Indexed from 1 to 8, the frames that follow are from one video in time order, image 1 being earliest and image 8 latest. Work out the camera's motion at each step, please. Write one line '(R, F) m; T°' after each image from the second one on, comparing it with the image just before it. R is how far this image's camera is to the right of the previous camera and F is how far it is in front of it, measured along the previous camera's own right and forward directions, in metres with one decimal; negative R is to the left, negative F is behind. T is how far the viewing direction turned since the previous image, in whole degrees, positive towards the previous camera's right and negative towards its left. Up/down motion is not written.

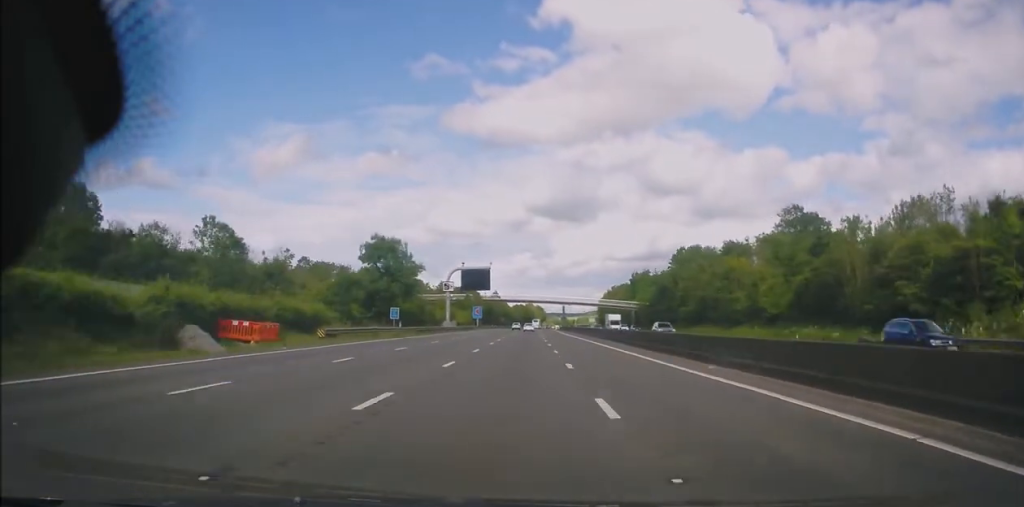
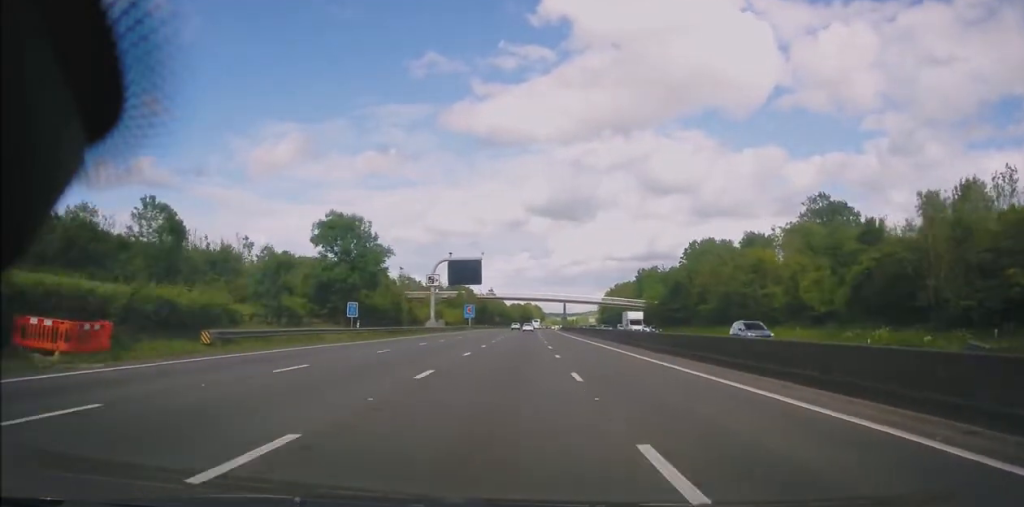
(-0.1, +12.9) m; 0°
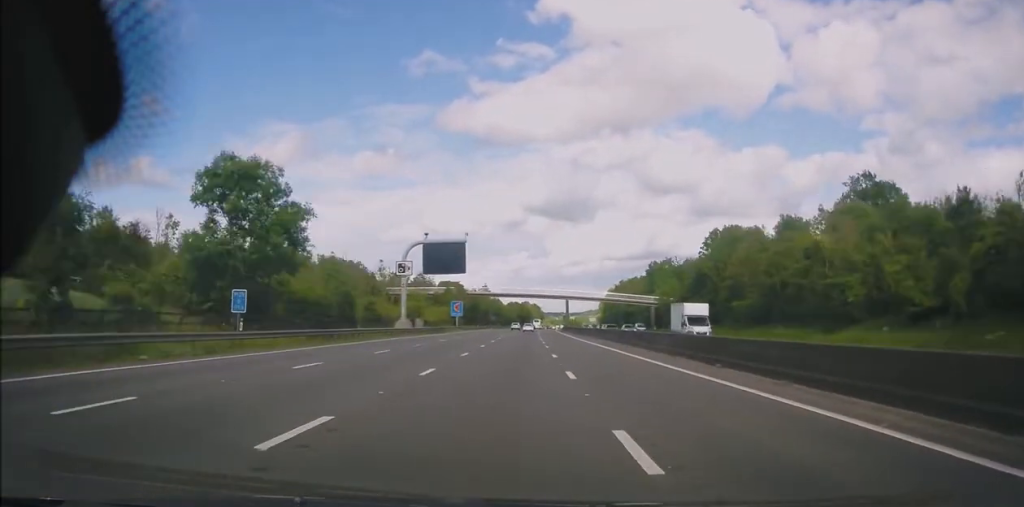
(0.0, +17.2) m; +1°
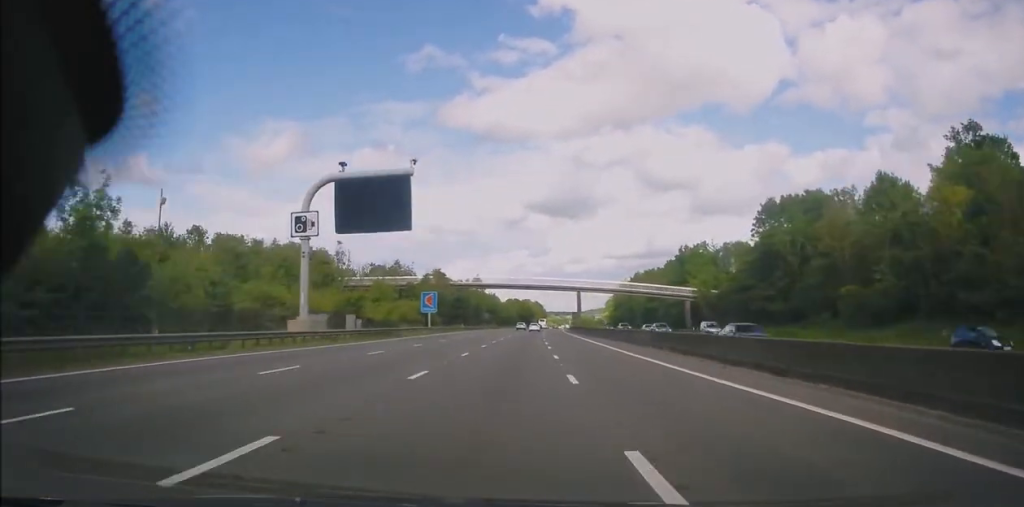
(+0.4, +28.2) m; +1°
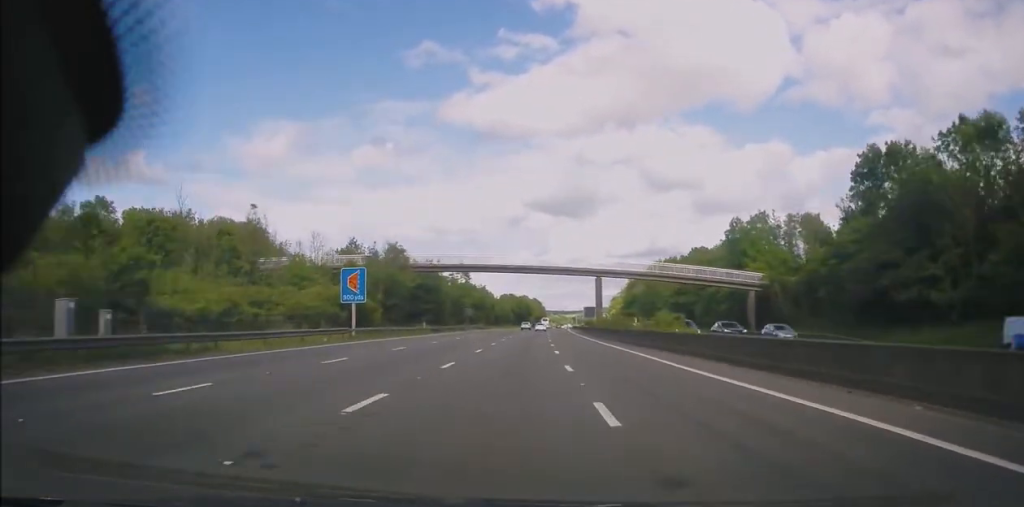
(0.0, +30.8) m; -1°
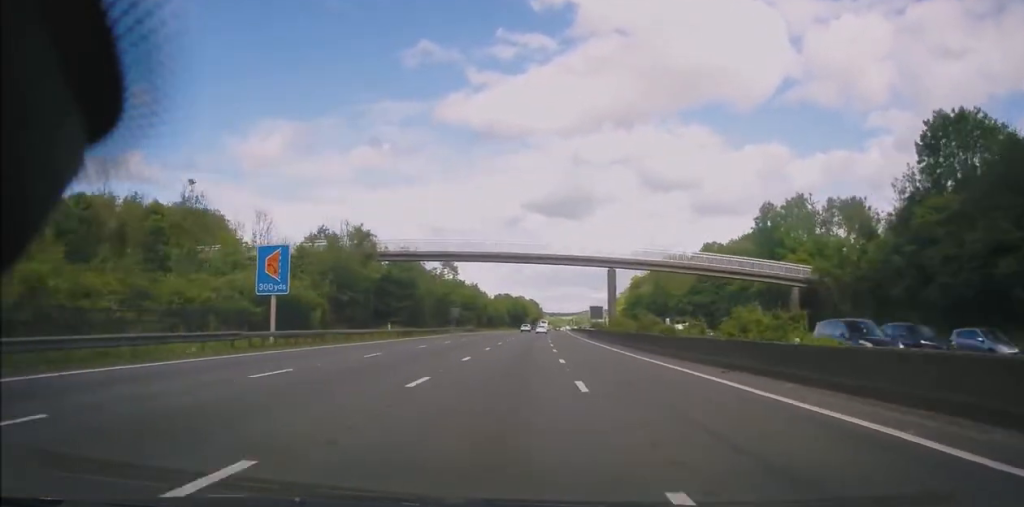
(-0.2, +13.2) m; 0°
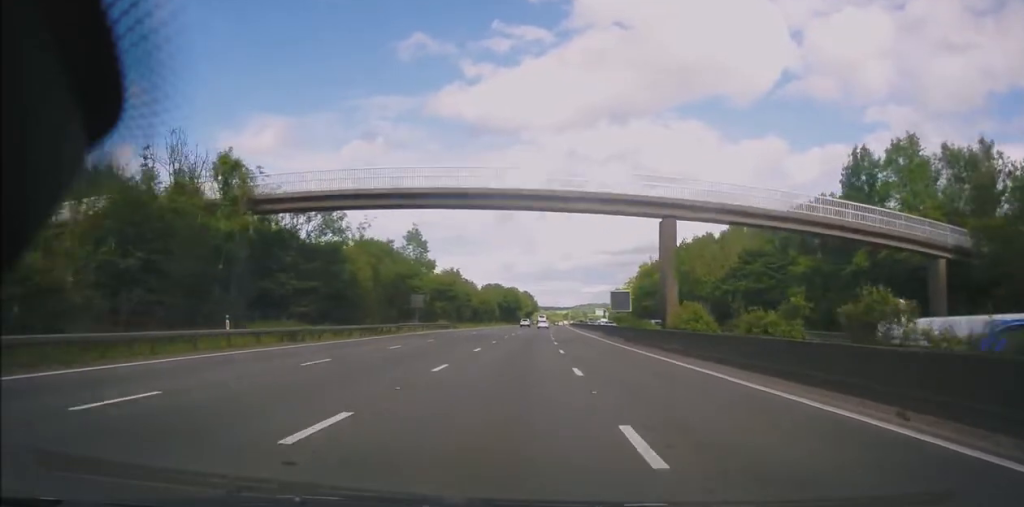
(-0.3, +24.3) m; +1°
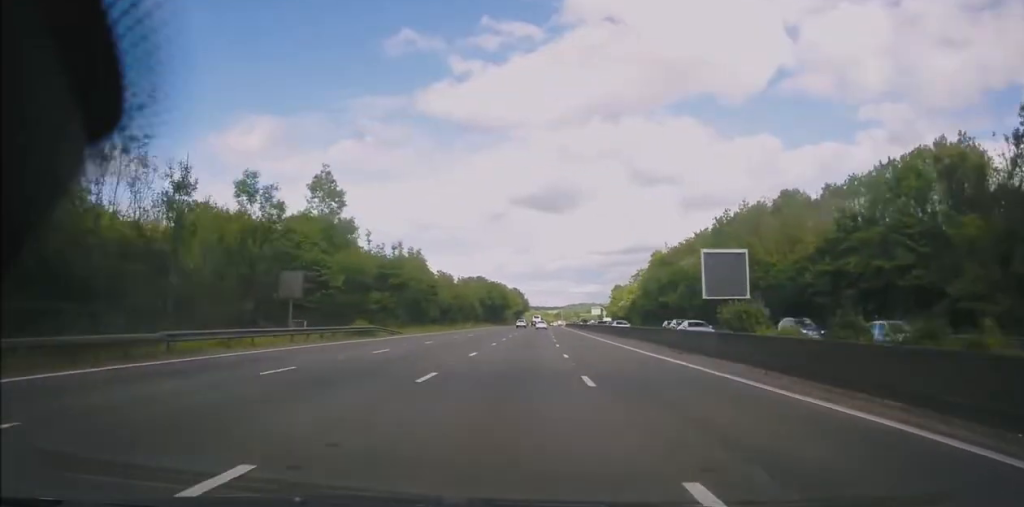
(+0.9, +30.0) m; +1°
